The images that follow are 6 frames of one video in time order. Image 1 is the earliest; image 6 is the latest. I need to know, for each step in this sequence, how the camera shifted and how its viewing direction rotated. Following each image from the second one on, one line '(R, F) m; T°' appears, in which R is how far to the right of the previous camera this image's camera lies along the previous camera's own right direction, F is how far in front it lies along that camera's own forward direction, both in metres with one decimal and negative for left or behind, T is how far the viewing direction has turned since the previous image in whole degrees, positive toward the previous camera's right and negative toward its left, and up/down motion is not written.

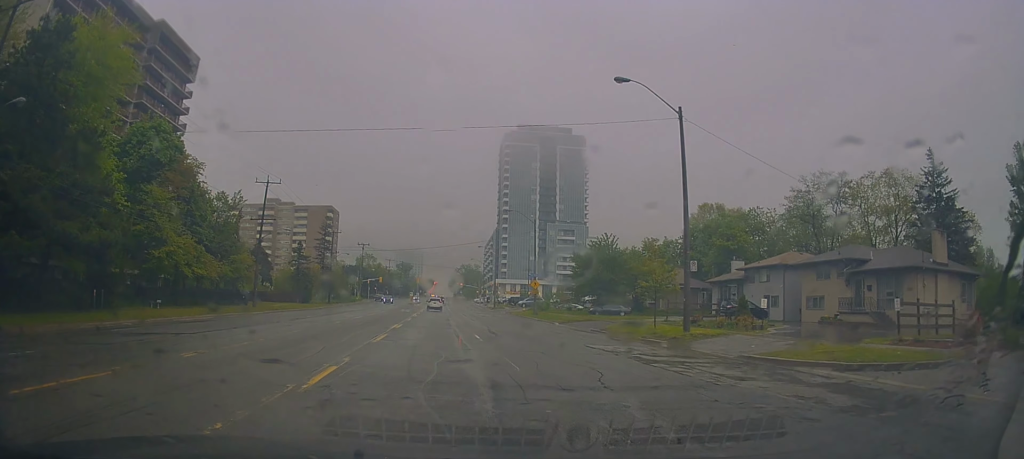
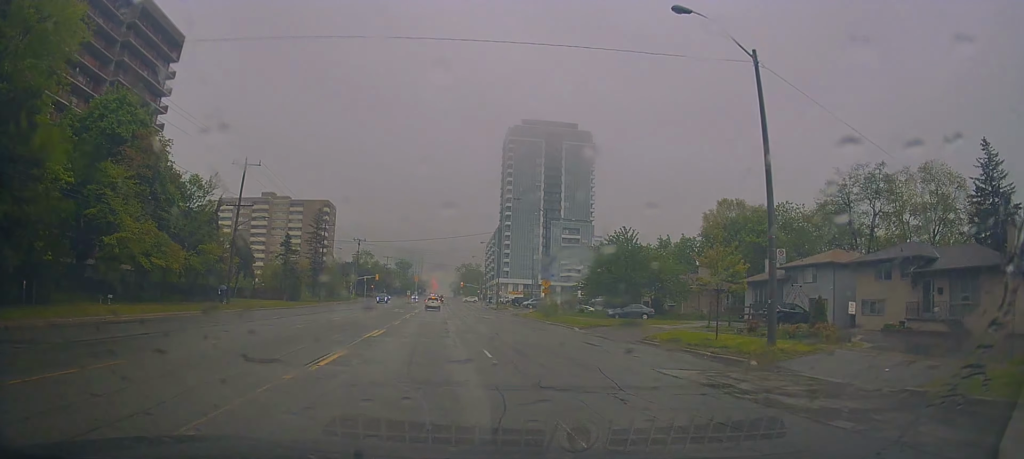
(0.0, +7.1) m; +1°
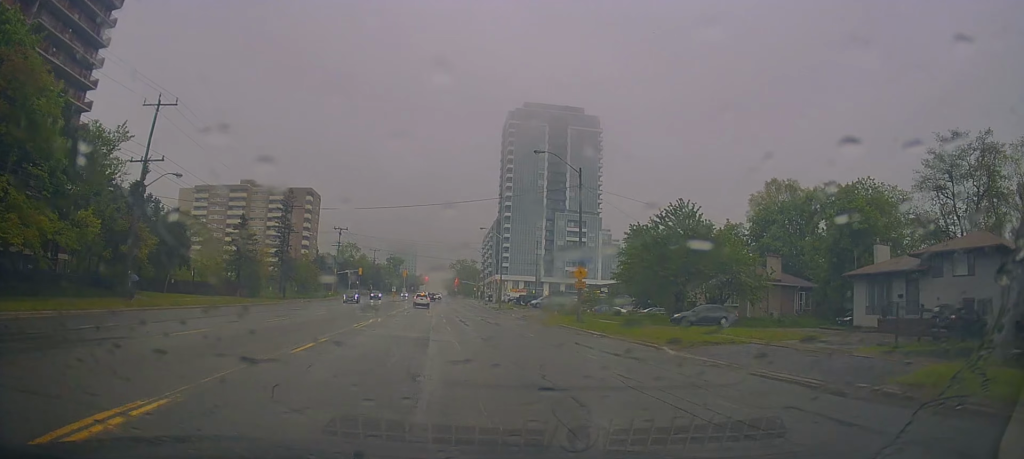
(+0.6, +17.0) m; +2°
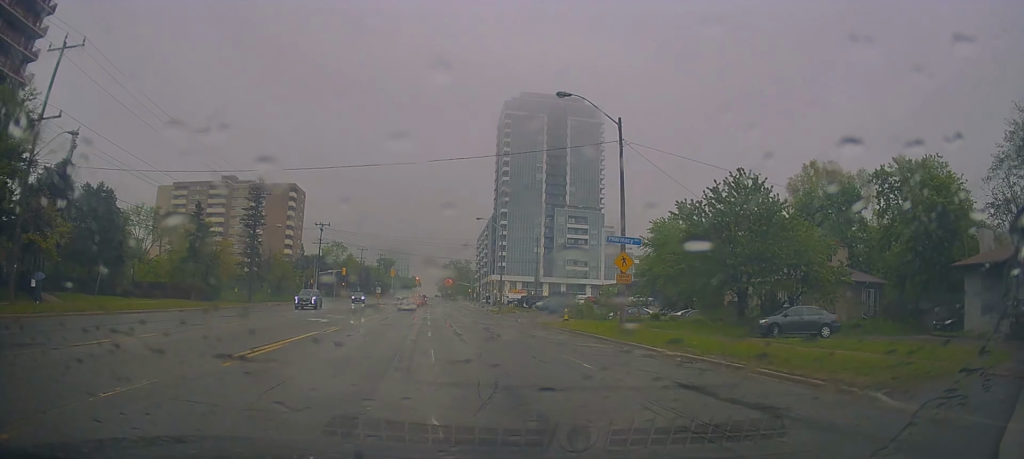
(0.0, +11.3) m; 0°
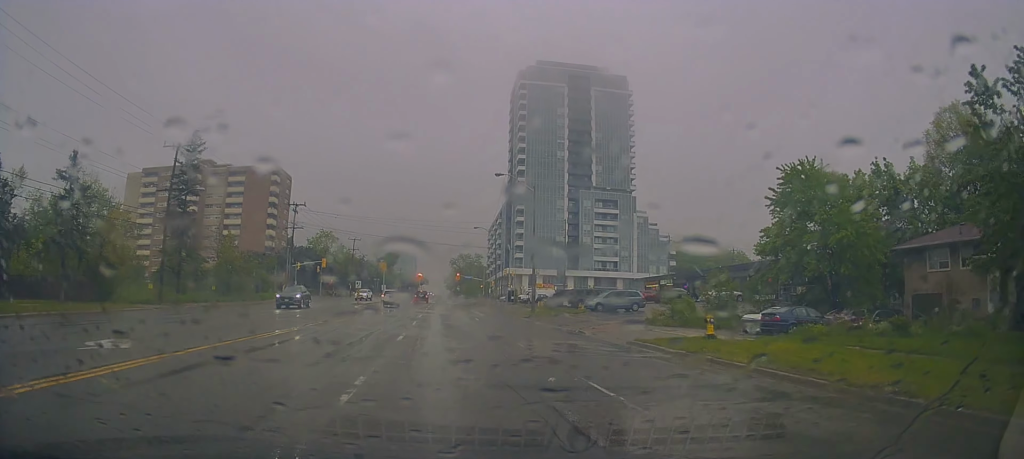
(+0.3, +23.0) m; +1°
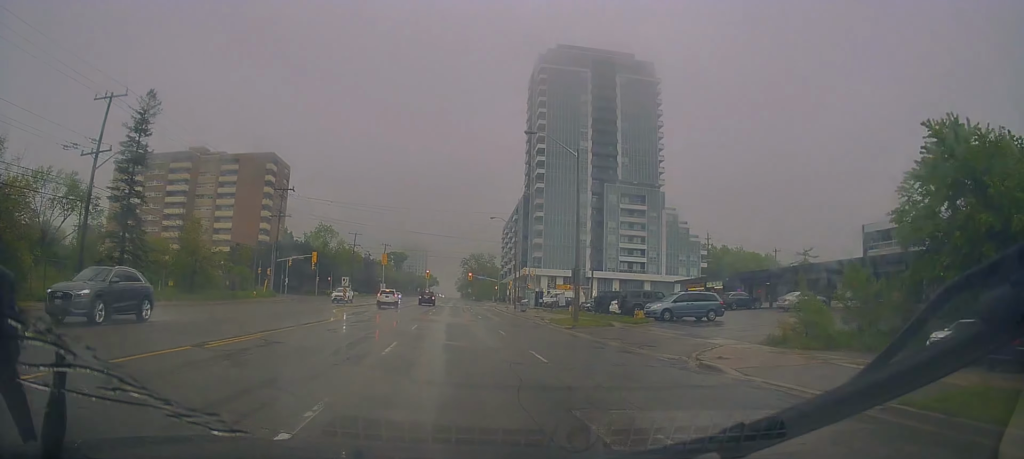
(-0.2, +12.7) m; -4°
